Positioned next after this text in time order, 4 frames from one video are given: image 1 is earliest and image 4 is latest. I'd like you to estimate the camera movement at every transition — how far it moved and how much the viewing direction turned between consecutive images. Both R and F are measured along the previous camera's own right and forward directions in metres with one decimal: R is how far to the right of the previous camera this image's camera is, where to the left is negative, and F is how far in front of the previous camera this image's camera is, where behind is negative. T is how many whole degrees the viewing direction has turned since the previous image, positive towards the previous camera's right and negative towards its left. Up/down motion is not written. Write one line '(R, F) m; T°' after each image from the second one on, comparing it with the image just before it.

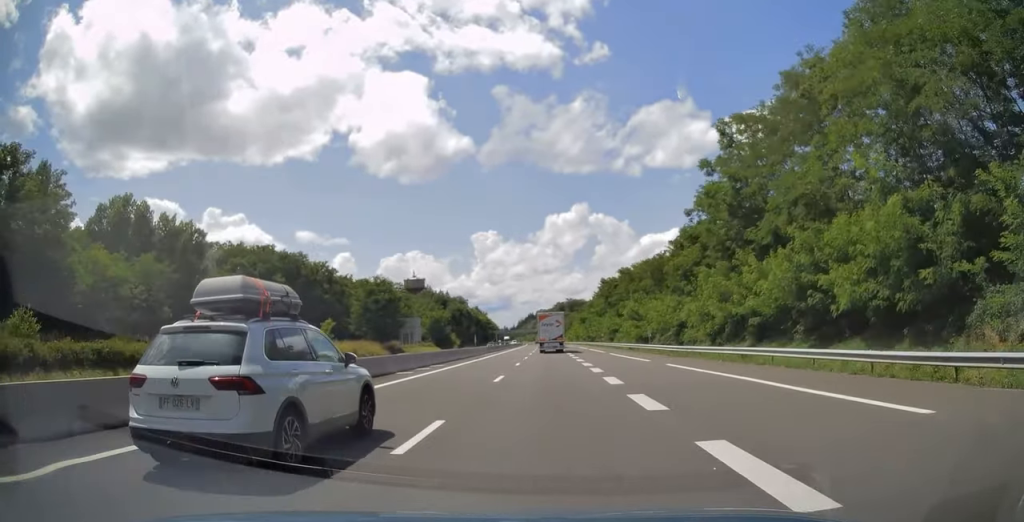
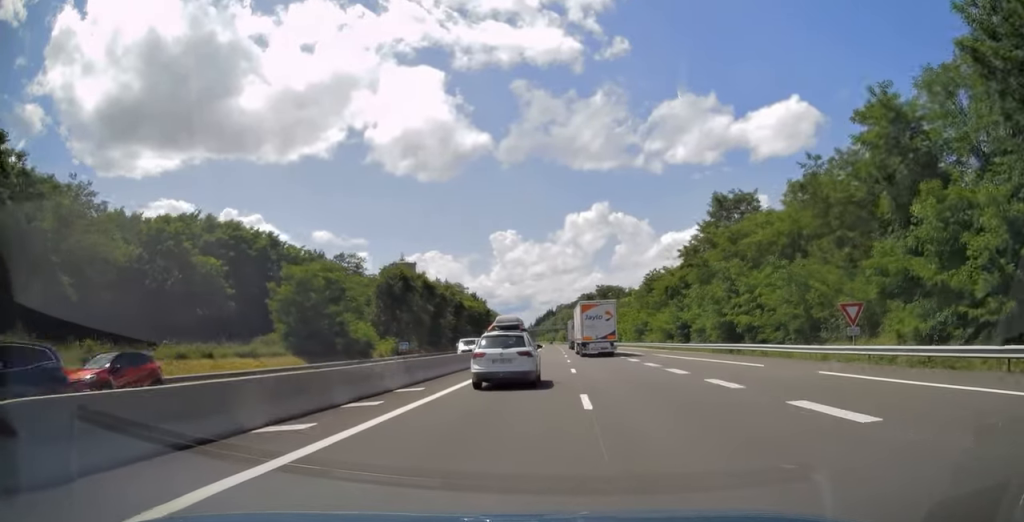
(-1.3, +86.8) m; -2°
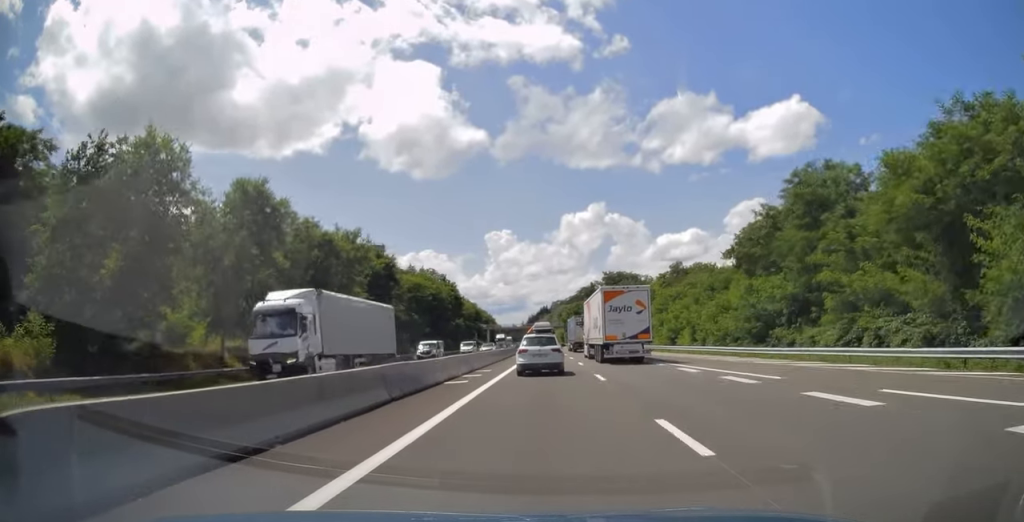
(-0.1, +56.8) m; +1°
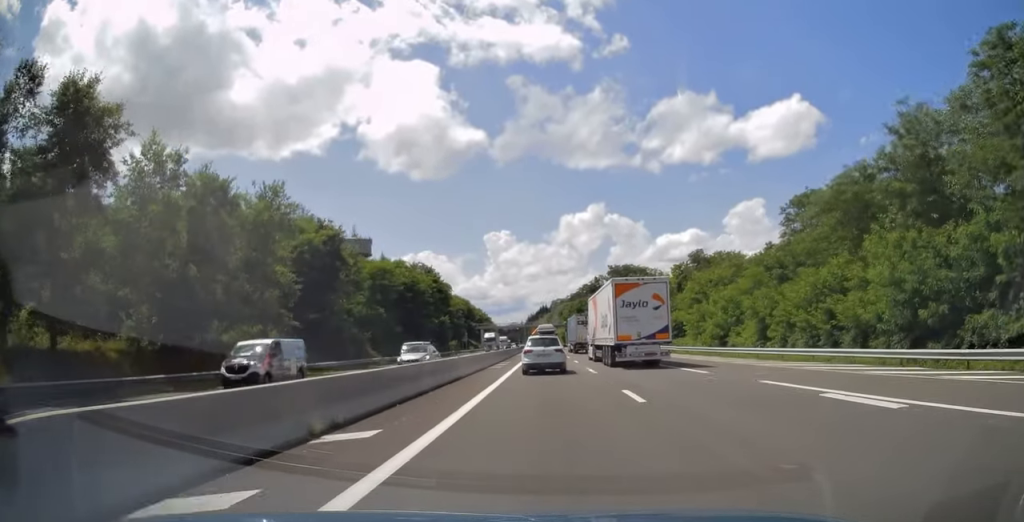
(+0.2, +20.0) m; 0°
